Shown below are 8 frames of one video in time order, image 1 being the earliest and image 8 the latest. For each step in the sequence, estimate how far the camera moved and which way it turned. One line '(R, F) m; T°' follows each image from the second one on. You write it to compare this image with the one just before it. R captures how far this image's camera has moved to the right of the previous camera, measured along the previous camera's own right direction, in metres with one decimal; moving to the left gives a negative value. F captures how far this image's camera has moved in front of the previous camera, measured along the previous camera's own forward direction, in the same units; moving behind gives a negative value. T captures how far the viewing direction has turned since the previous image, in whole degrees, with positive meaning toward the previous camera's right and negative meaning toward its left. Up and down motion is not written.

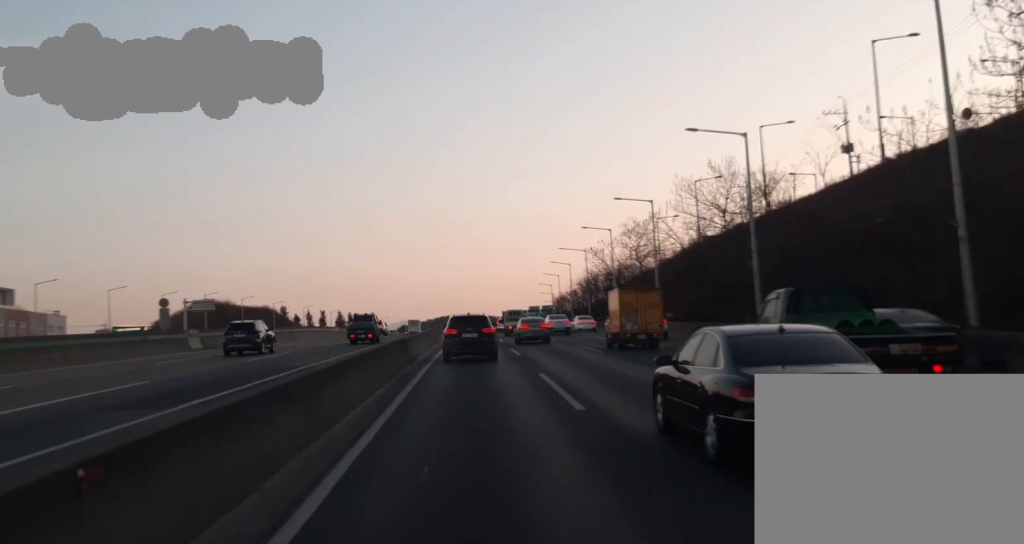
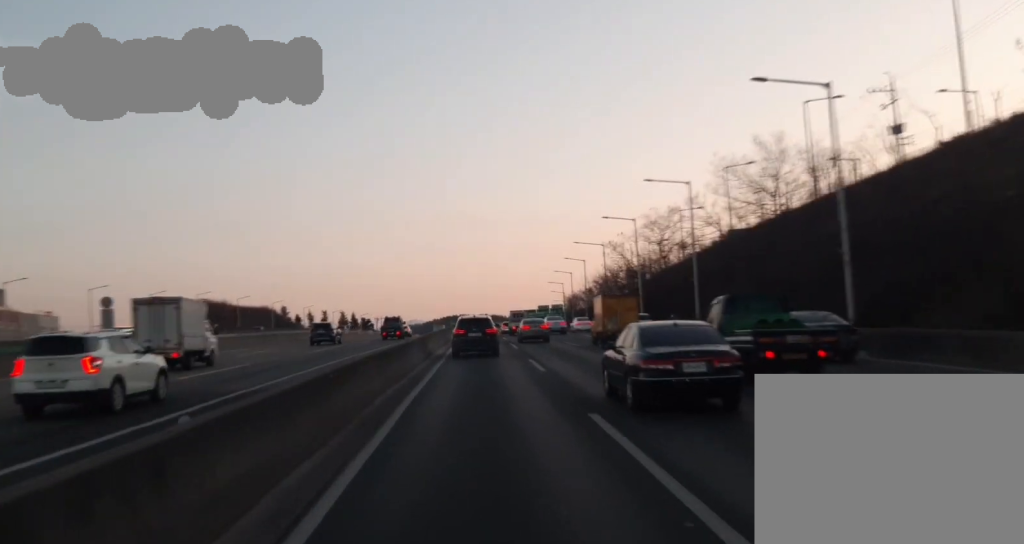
(-0.2, +9.8) m; -1°
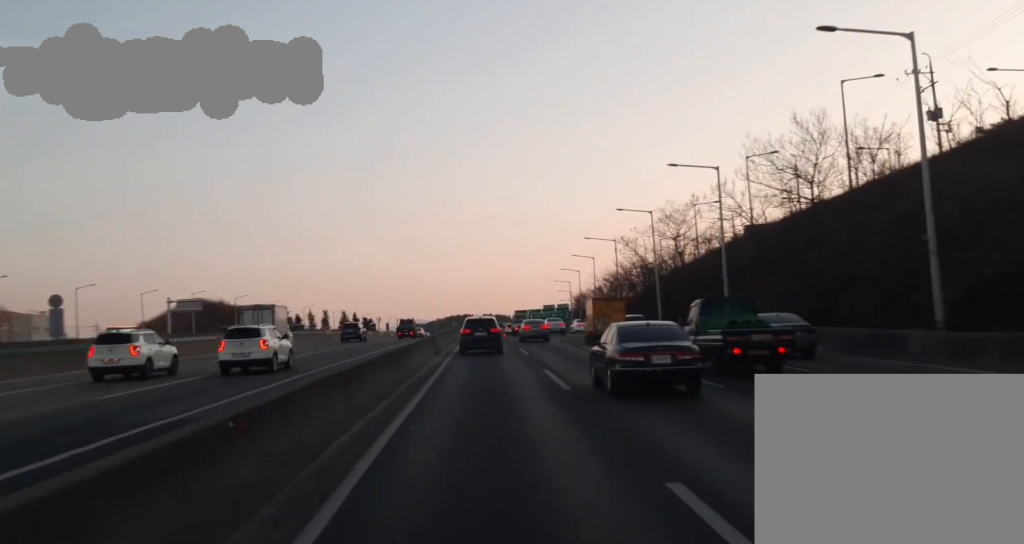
(0.0, +6.5) m; 0°
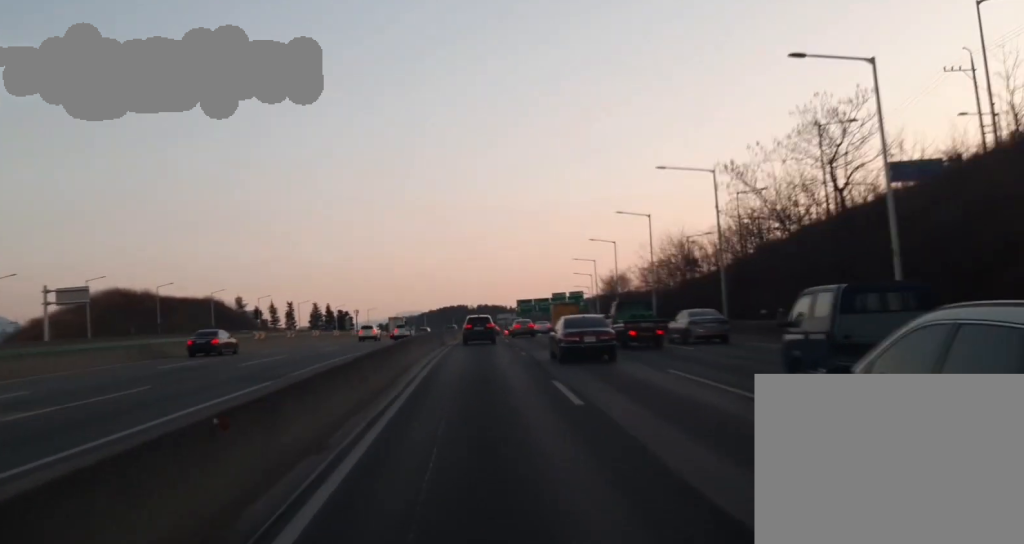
(-0.5, +40.3) m; -2°
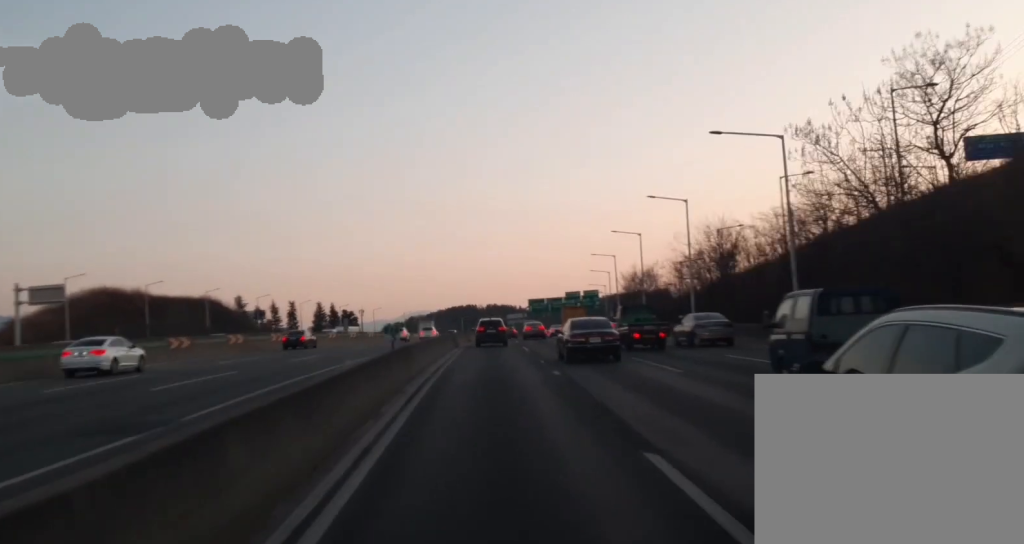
(-0.2, +10.6) m; -1°
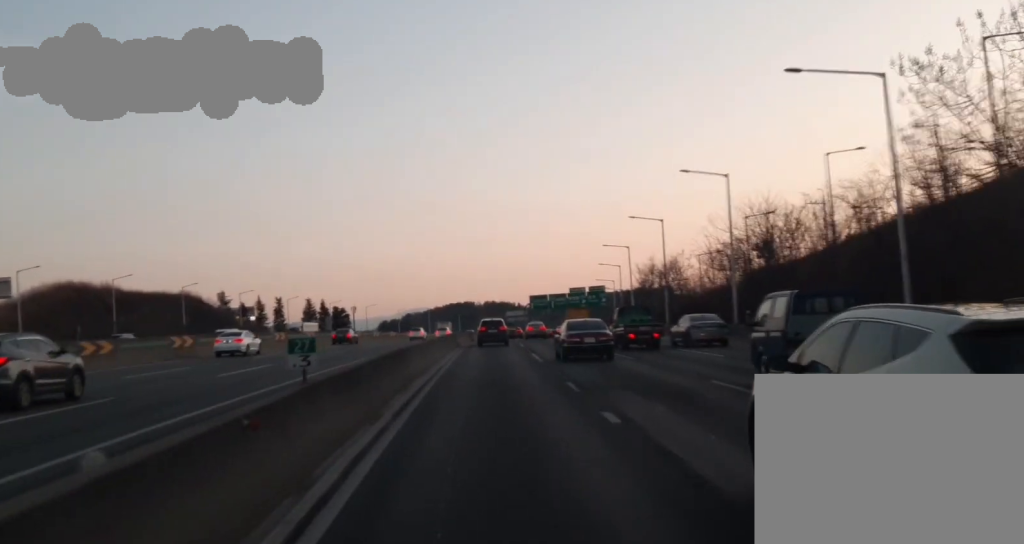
(-0.1, +10.9) m; -1°
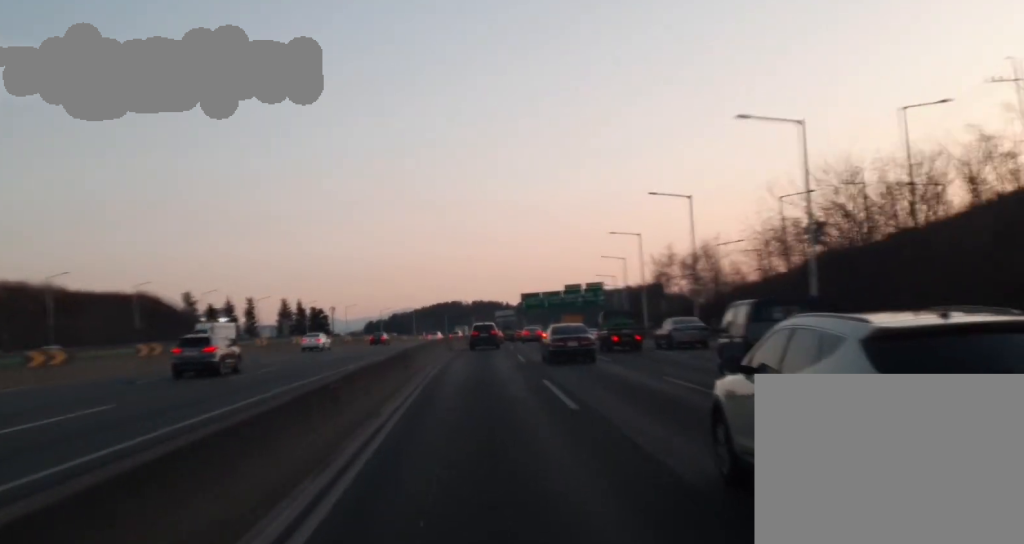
(-0.2, +14.8) m; 0°
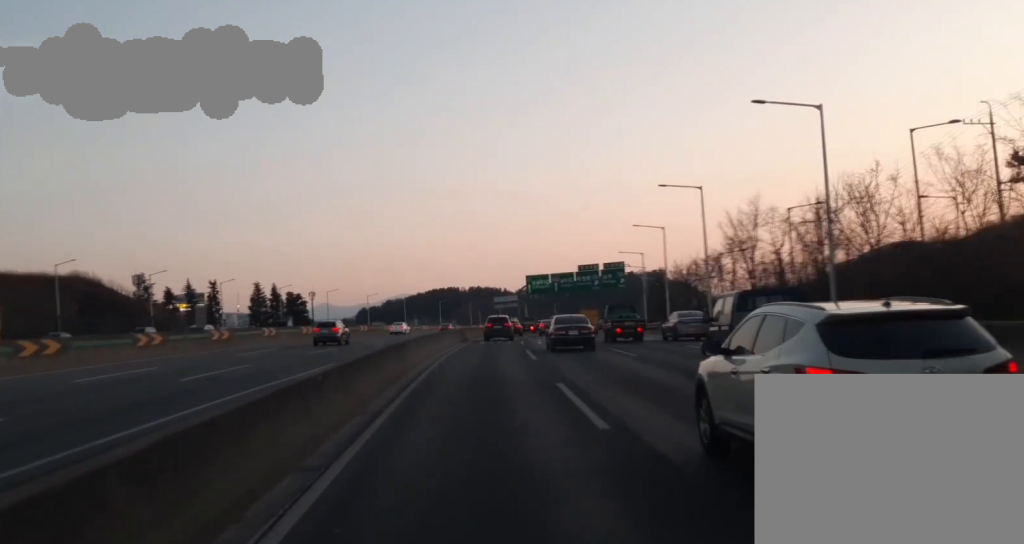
(+0.1, +23.9) m; +1°
